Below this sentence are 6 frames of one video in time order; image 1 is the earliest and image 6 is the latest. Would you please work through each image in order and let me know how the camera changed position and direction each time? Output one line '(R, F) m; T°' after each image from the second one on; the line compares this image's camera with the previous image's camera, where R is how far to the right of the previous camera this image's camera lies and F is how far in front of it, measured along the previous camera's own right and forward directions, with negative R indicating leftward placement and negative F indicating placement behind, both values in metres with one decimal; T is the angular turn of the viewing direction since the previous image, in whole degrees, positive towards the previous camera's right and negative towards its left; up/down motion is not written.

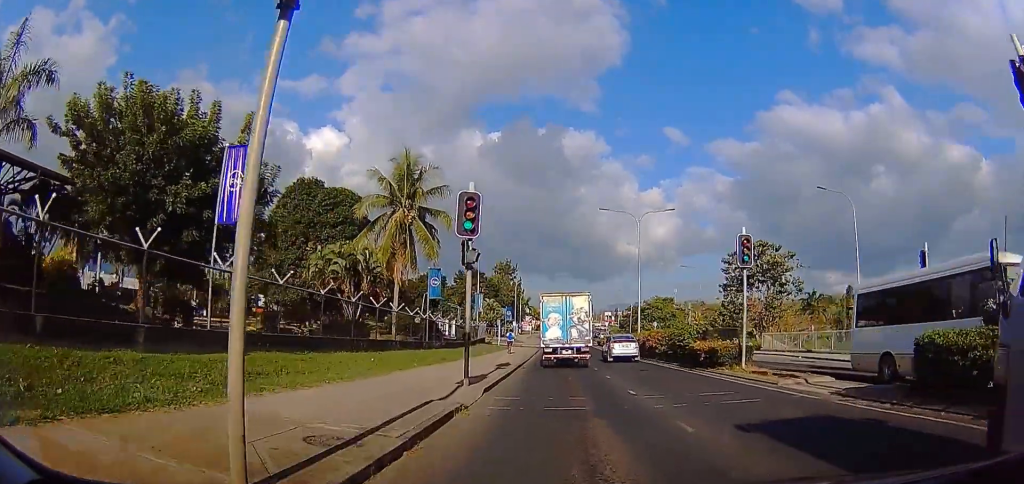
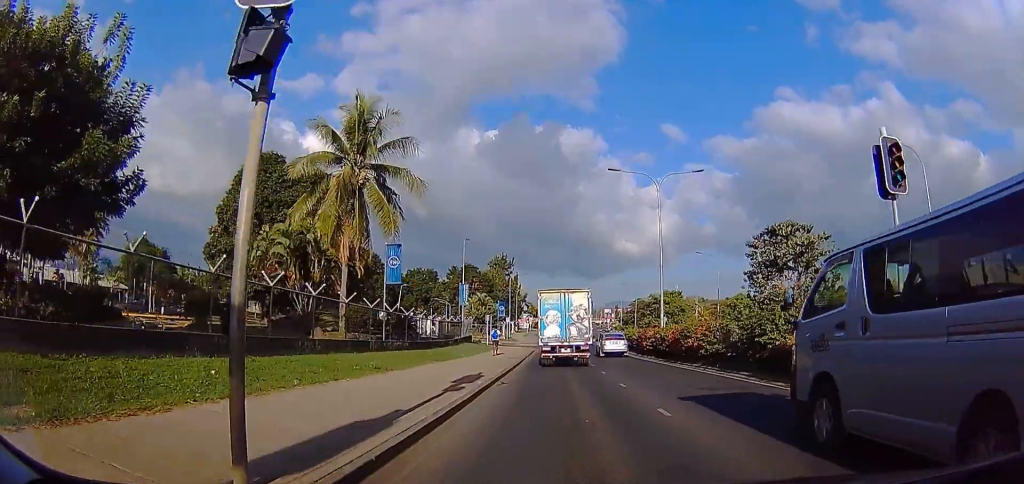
(-0.3, +9.6) m; 0°
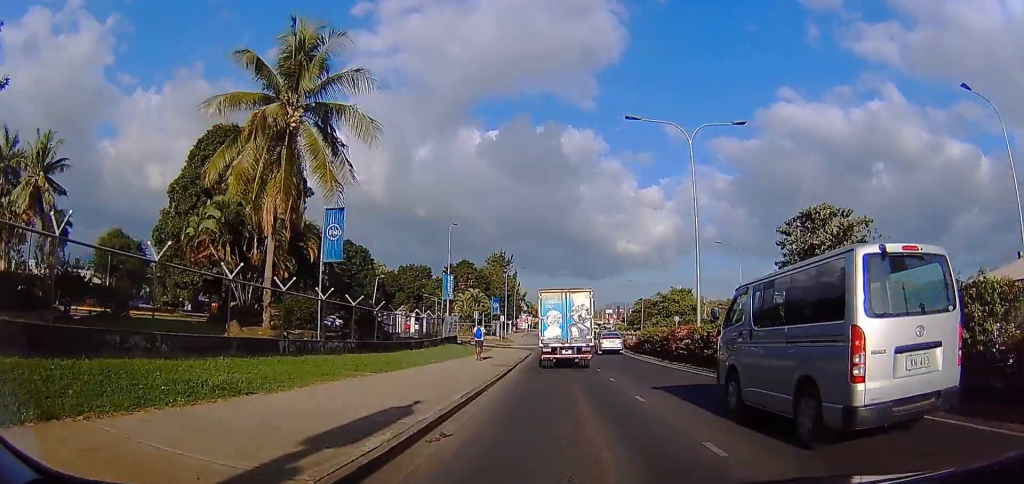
(+0.5, +8.2) m; +1°
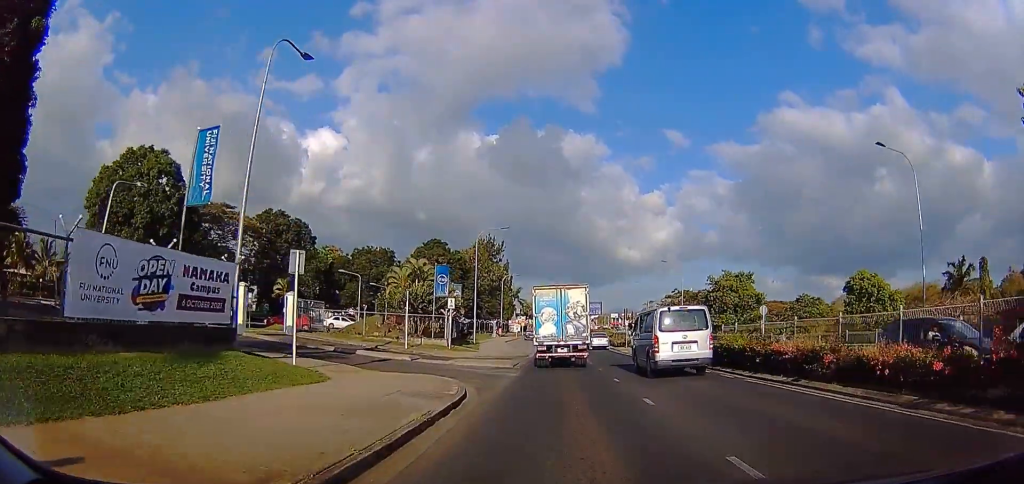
(-0.5, +32.8) m; 0°
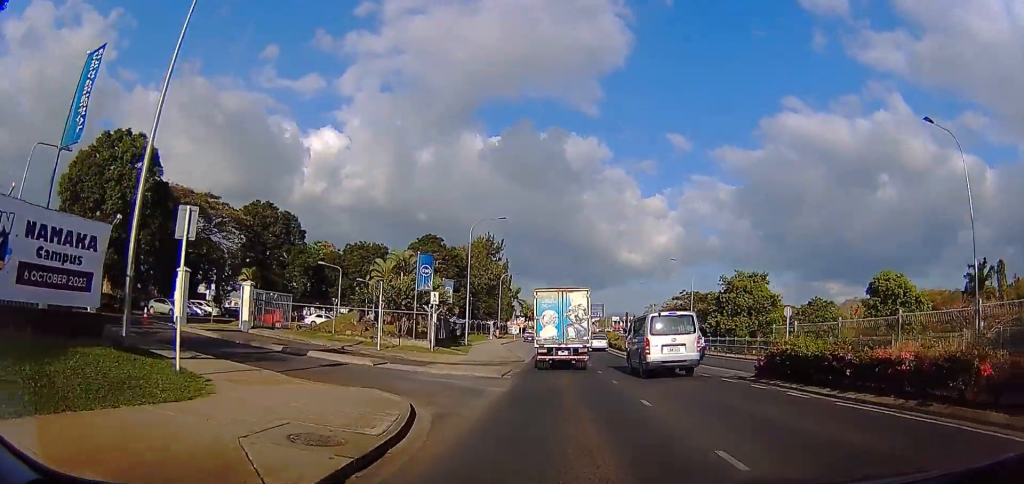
(+0.4, +4.8) m; 0°
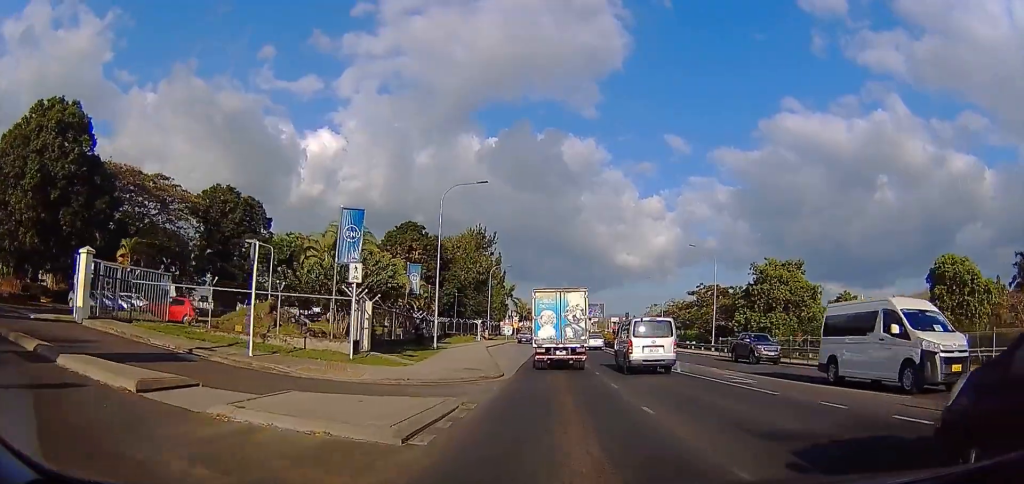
(-0.8, +11.0) m; 0°
